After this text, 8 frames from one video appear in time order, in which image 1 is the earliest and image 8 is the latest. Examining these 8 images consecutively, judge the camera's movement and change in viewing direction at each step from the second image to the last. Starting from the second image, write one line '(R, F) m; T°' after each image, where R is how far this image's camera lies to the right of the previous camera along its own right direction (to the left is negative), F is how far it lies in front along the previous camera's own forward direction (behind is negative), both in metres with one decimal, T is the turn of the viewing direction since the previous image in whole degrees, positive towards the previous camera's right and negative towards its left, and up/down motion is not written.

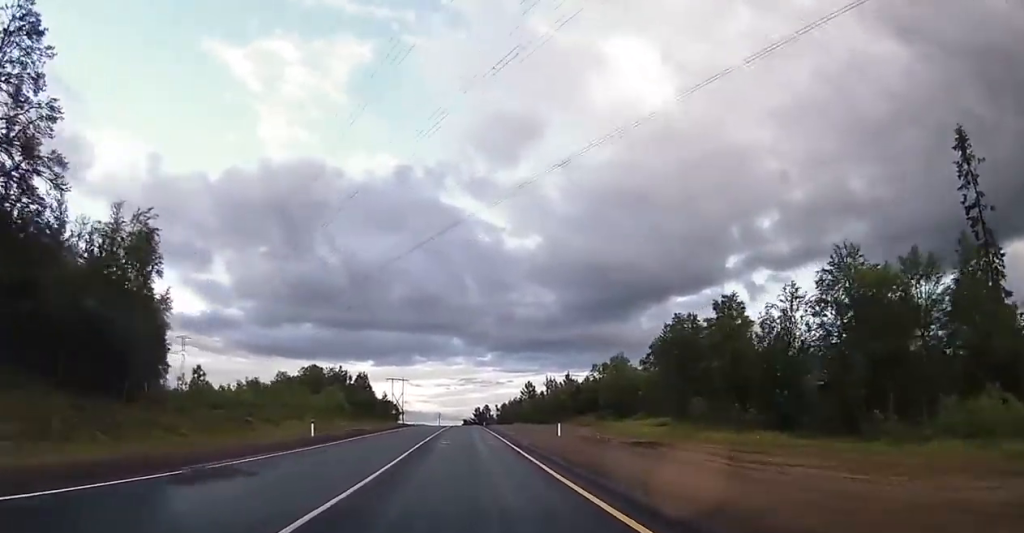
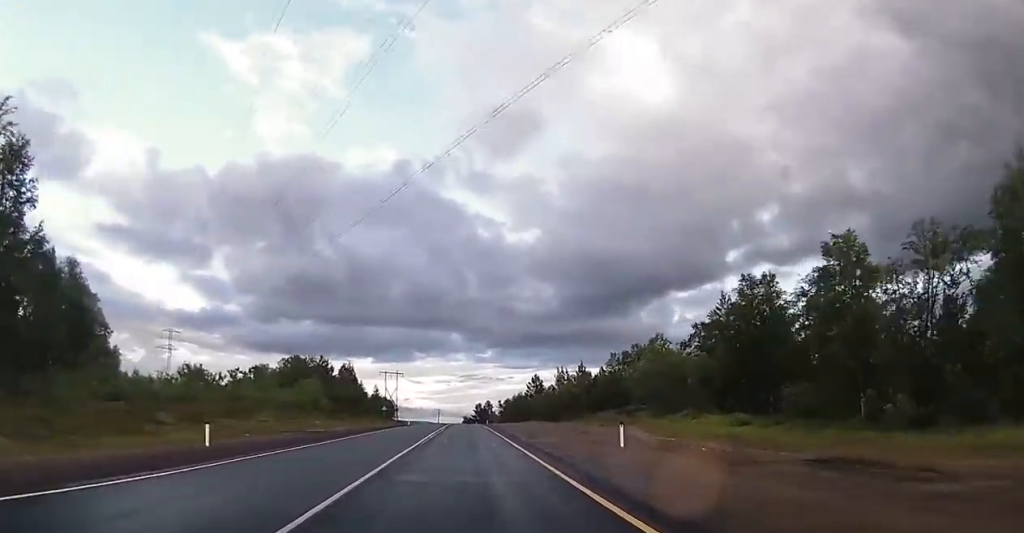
(+0.1, +15.6) m; 0°
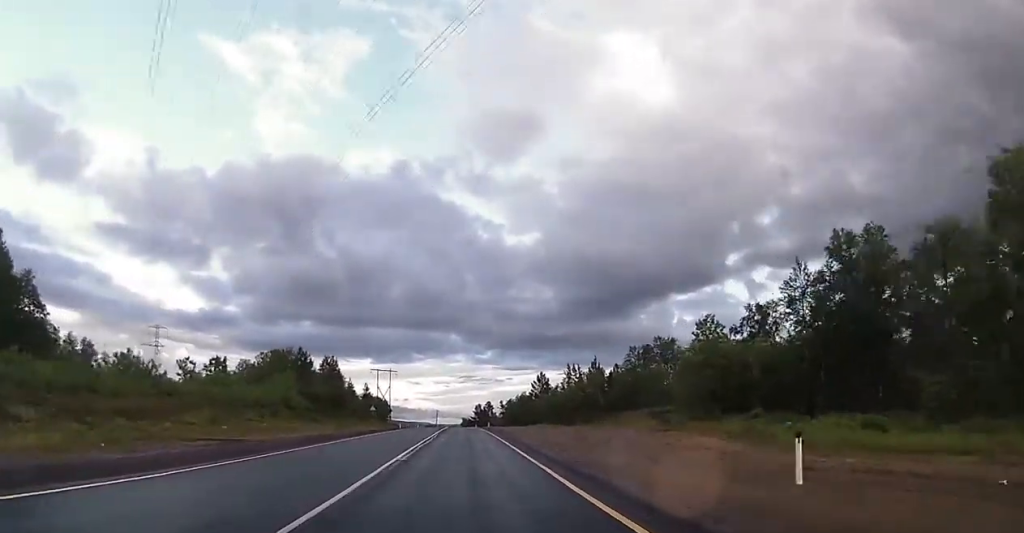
(0.0, +12.8) m; 0°
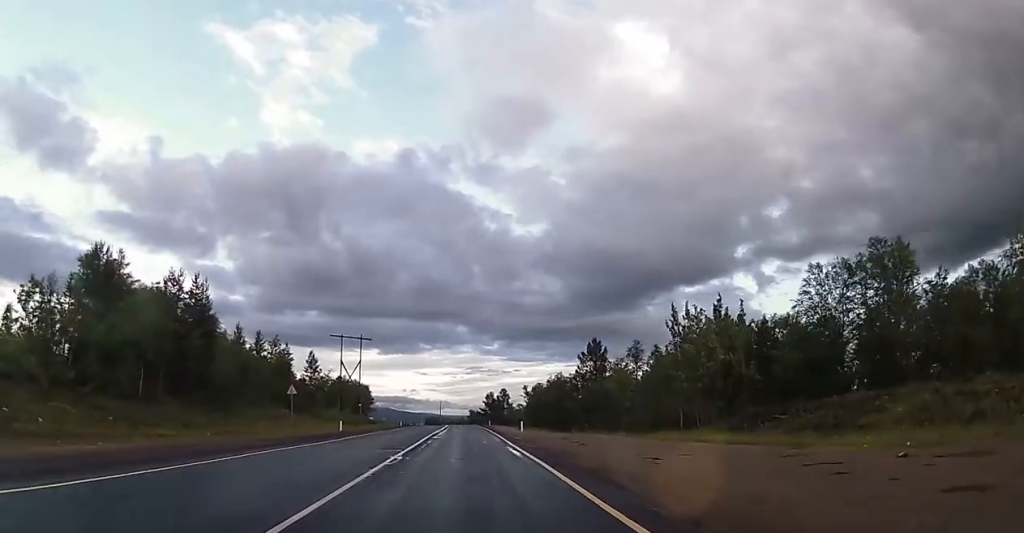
(-0.2, +50.5) m; 0°
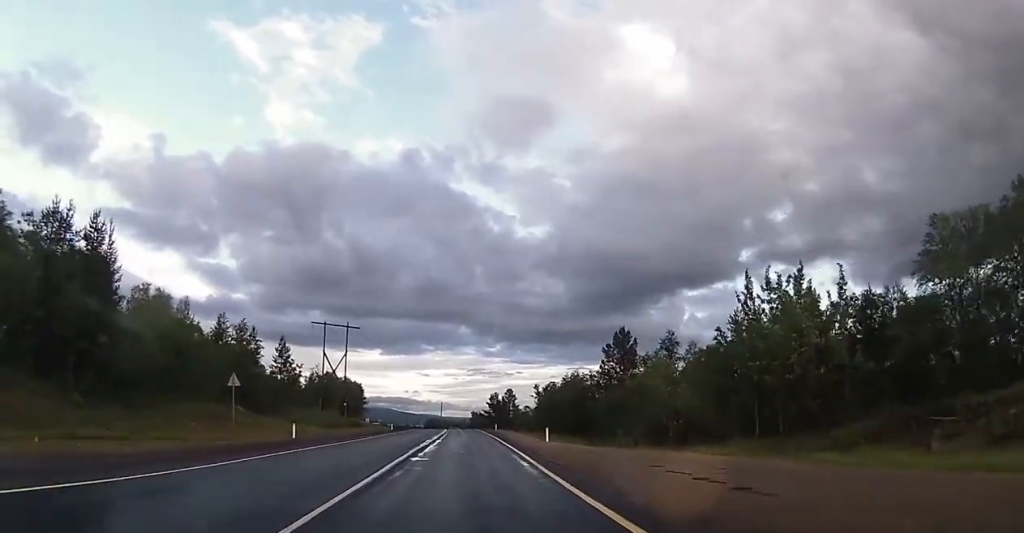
(-0.1, +14.0) m; 0°
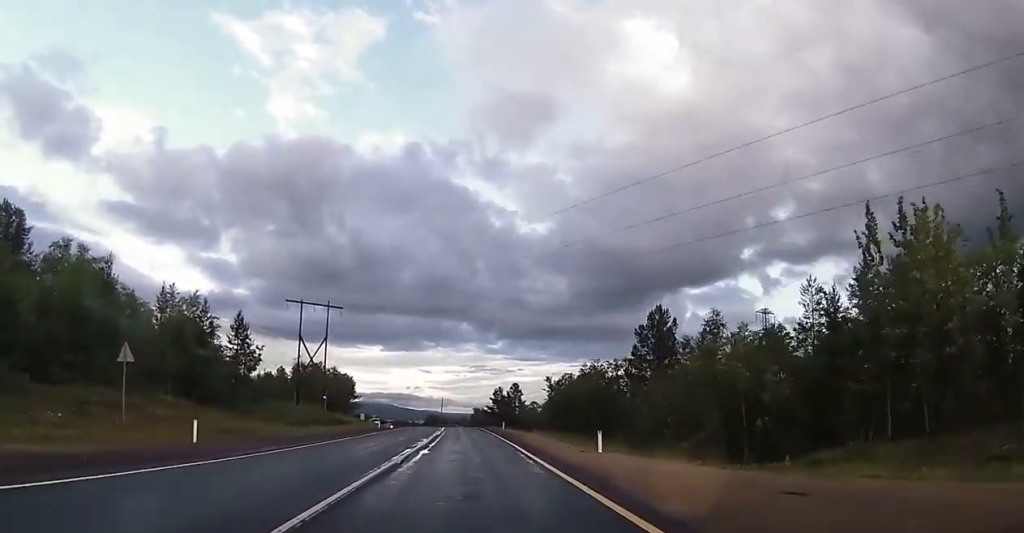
(-0.1, +13.3) m; 0°
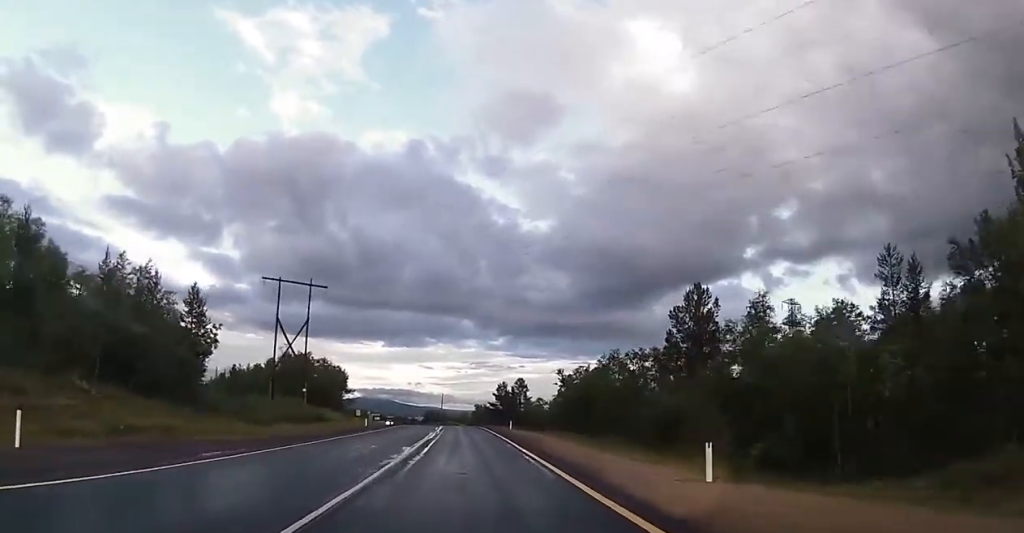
(0.0, +9.8) m; 0°
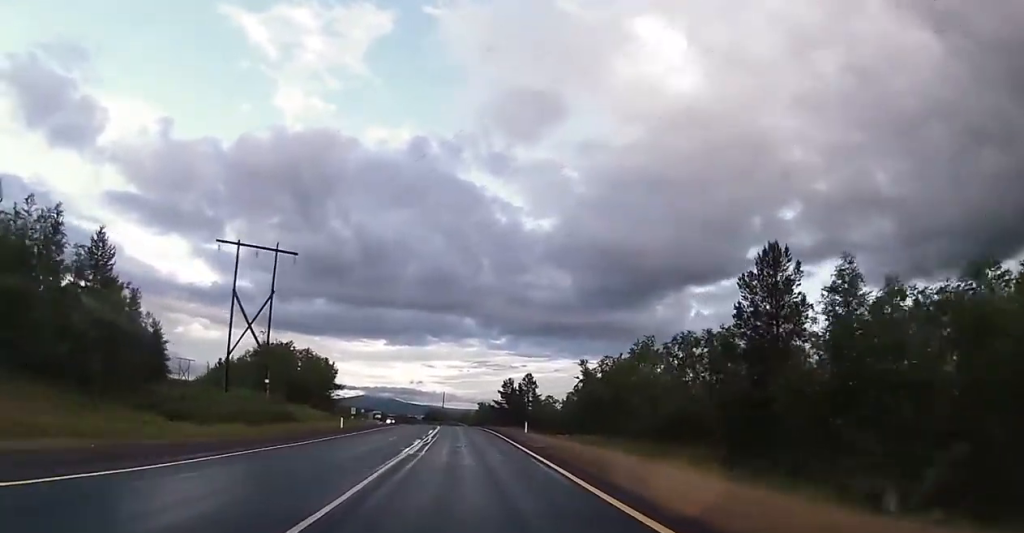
(0.0, +12.8) m; 0°
